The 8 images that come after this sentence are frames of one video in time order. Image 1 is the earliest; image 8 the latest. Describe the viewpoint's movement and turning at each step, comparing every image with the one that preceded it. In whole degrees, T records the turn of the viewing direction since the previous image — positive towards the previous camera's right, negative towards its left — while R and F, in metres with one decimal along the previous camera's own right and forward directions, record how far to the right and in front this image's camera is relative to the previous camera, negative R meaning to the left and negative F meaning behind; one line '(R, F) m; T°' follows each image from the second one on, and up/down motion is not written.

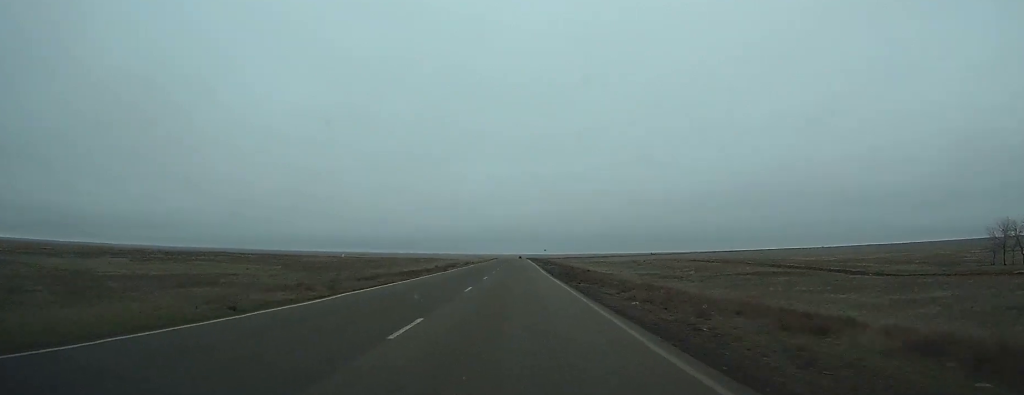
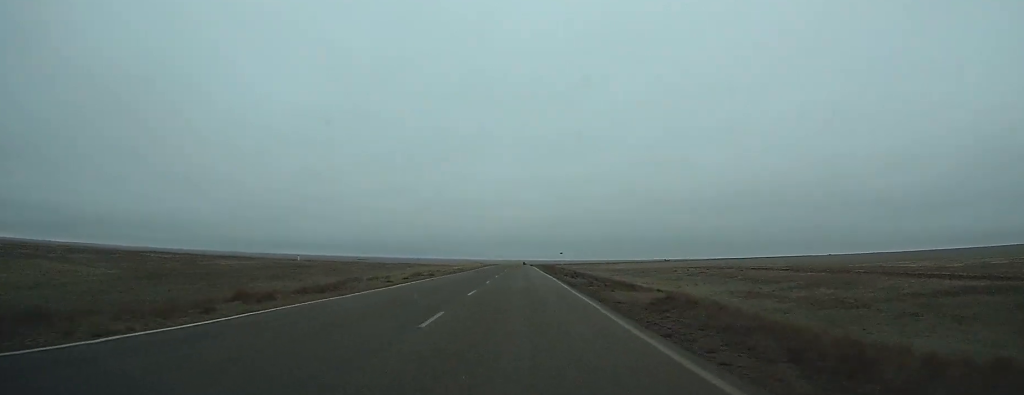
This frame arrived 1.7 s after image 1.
(-0.1, +44.7) m; 0°
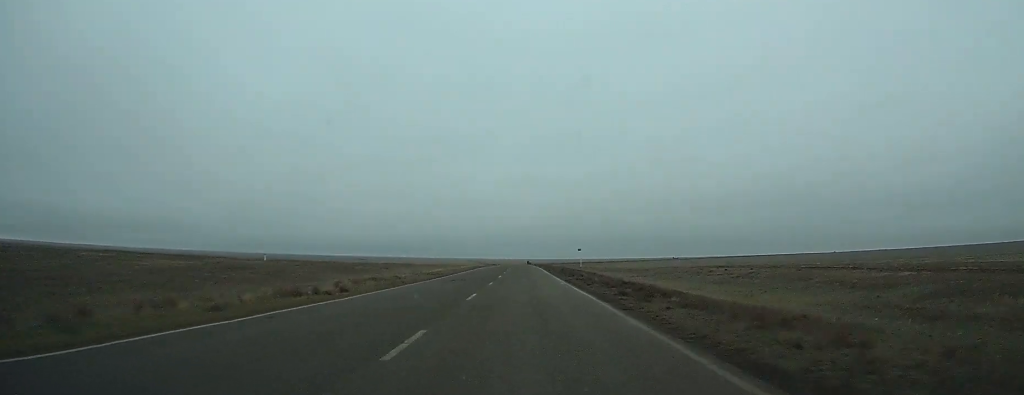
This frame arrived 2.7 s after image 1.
(-0.1, +24.0) m; 0°
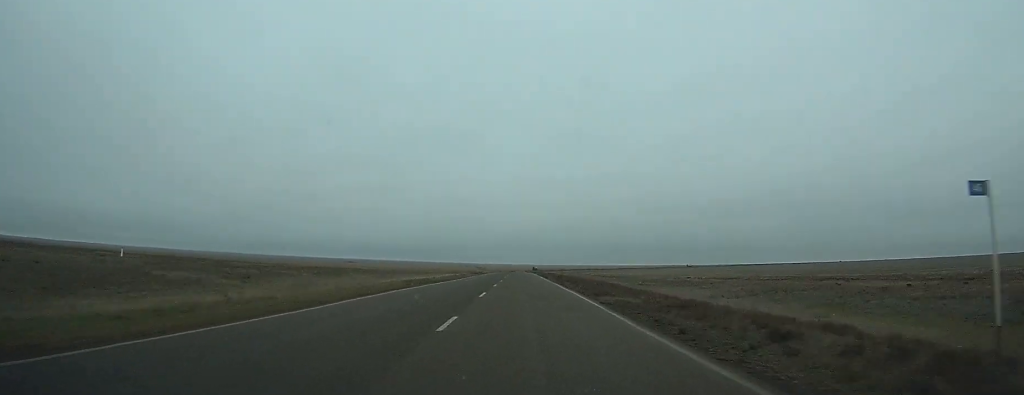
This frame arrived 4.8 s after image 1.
(+0.1, +53.8) m; 0°
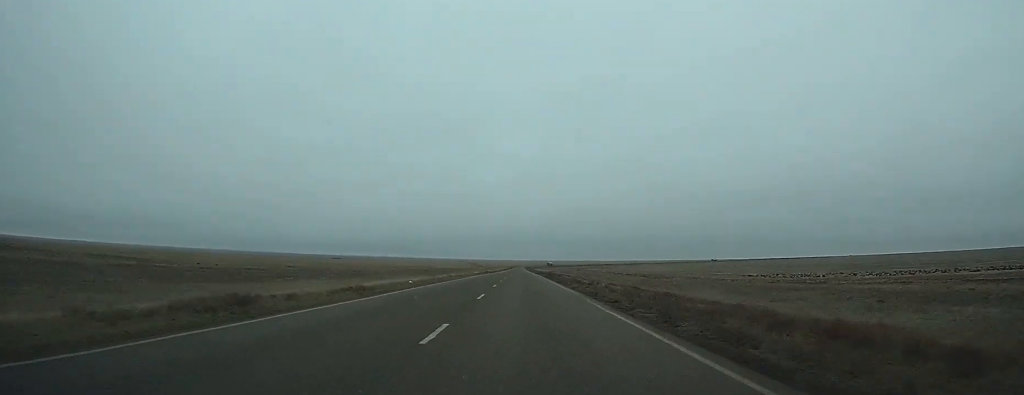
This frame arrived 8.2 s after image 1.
(+0.1, +82.8) m; 0°
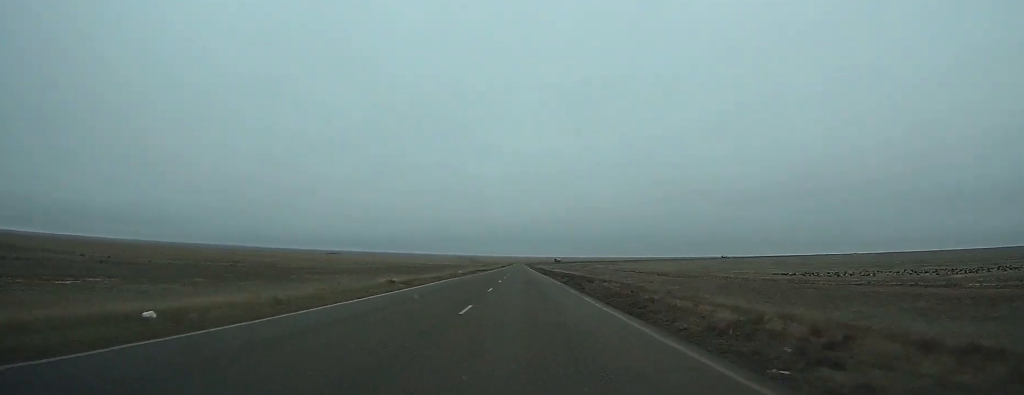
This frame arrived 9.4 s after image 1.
(+0.1, +29.4) m; 0°
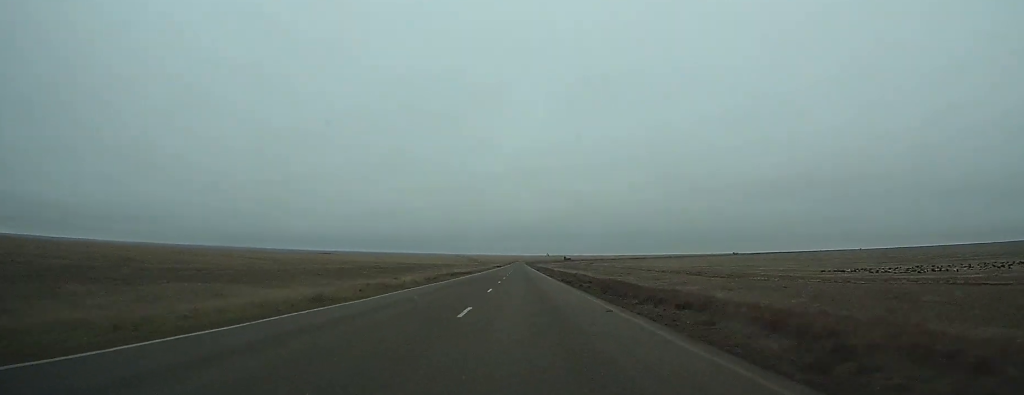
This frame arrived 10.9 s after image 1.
(-0.1, +39.1) m; 0°
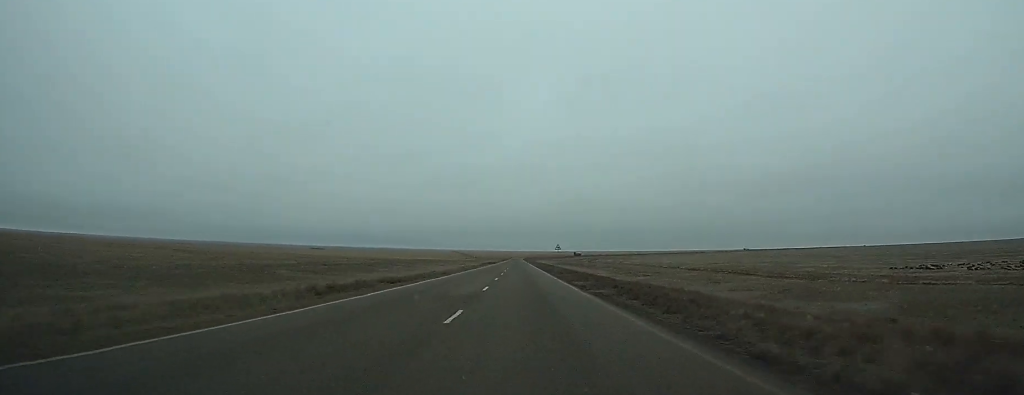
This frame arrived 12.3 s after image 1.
(0.0, +39.1) m; 0°
